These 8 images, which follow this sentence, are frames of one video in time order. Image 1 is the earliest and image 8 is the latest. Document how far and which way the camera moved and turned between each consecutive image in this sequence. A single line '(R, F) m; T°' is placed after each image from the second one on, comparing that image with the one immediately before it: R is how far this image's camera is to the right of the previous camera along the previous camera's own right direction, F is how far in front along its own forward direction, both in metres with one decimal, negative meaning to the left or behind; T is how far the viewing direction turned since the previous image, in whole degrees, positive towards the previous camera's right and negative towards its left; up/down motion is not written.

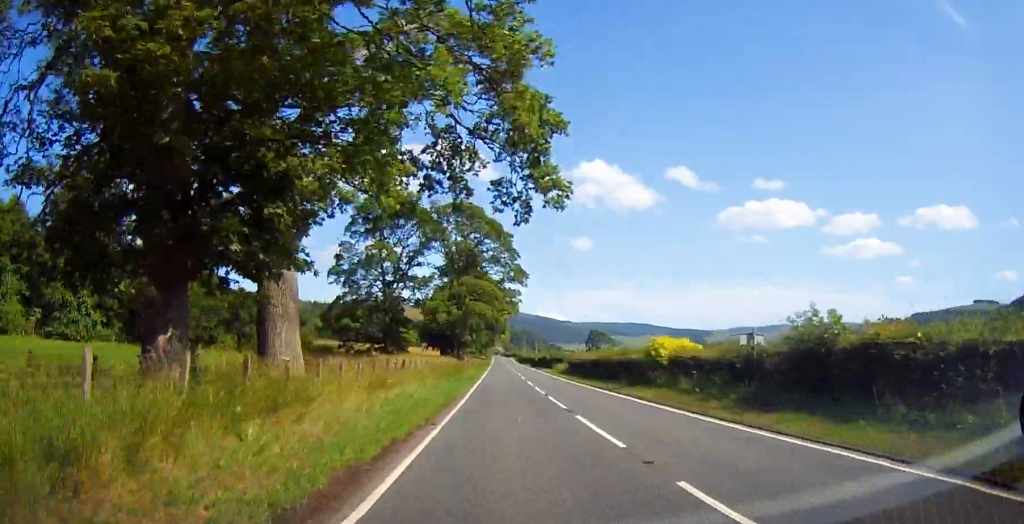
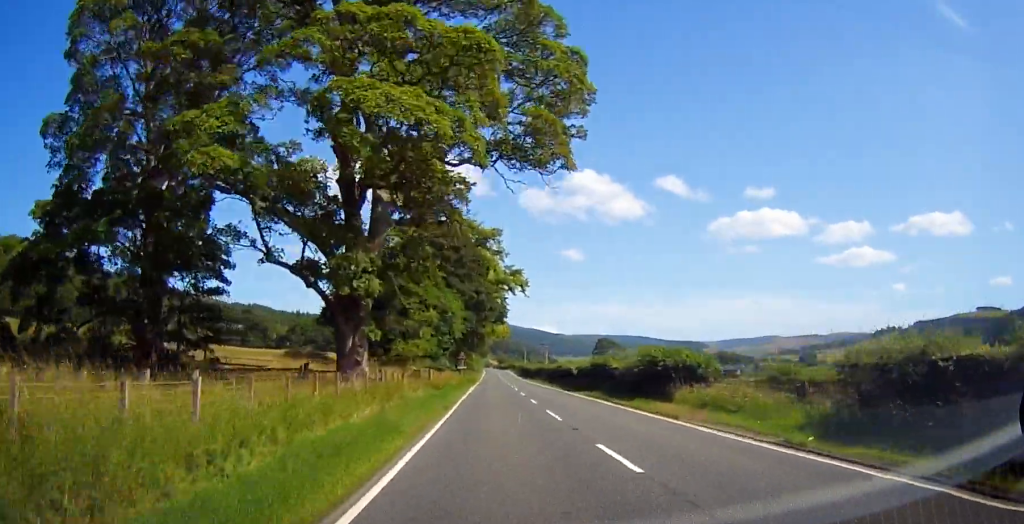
(+0.4, +58.2) m; +1°
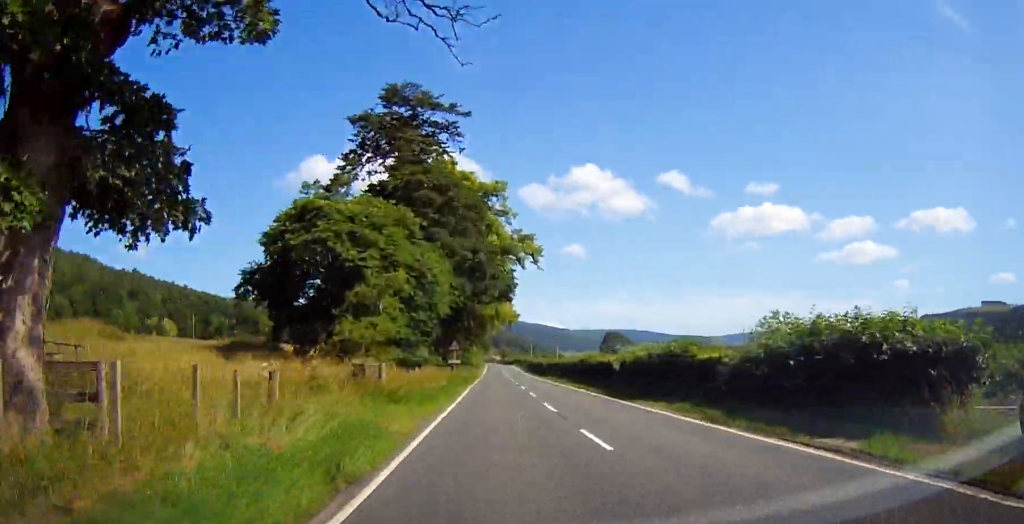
(-0.1, +16.4) m; 0°
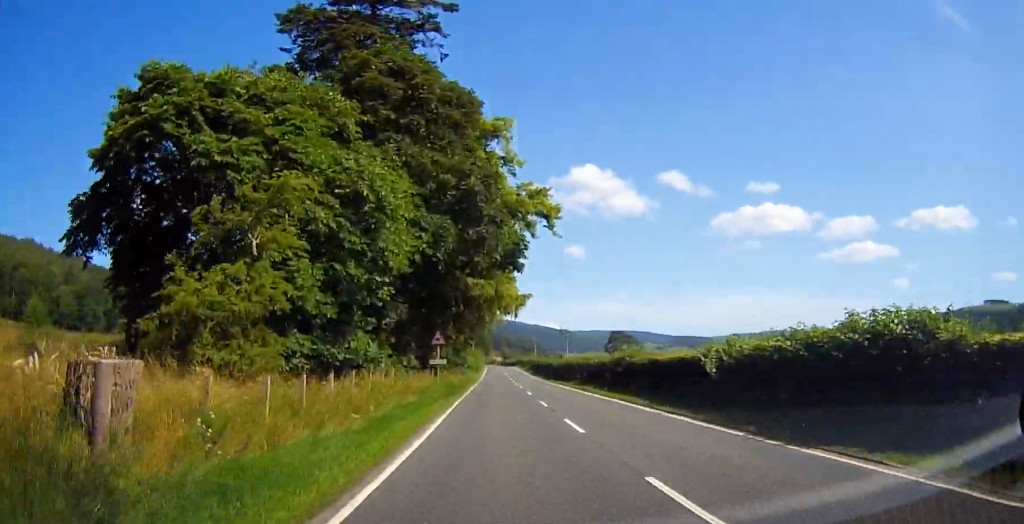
(-0.1, +14.8) m; 0°
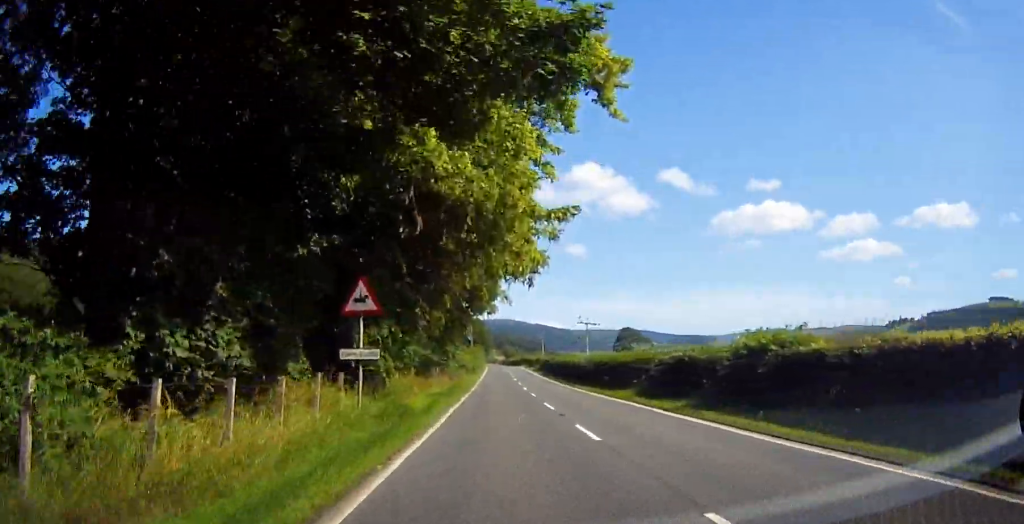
(+0.2, +20.1) m; 0°
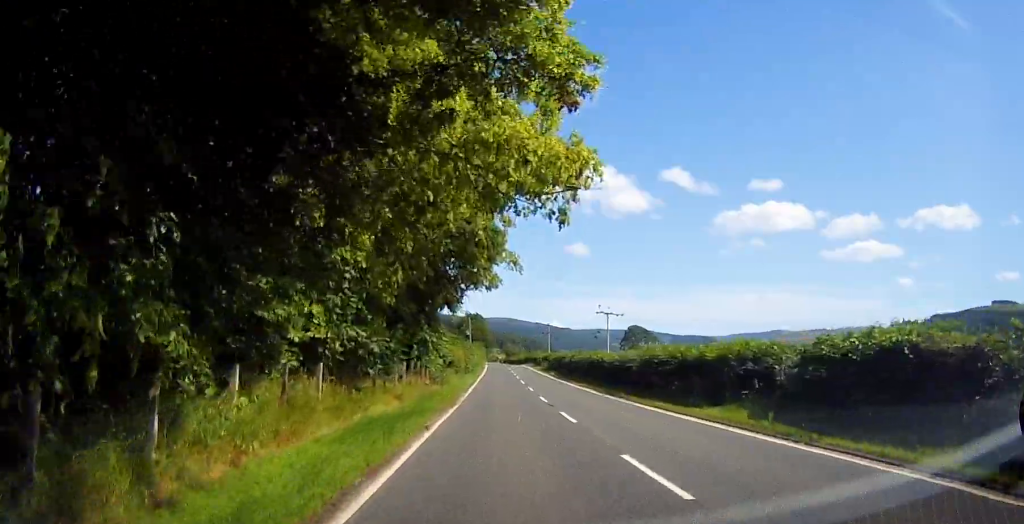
(-0.1, +14.6) m; 0°
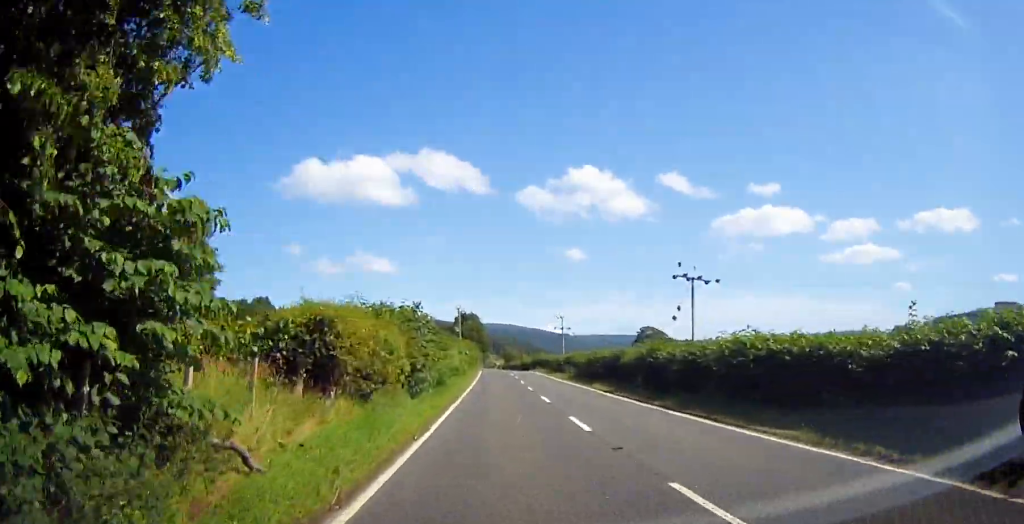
(-0.3, +30.3) m; 0°
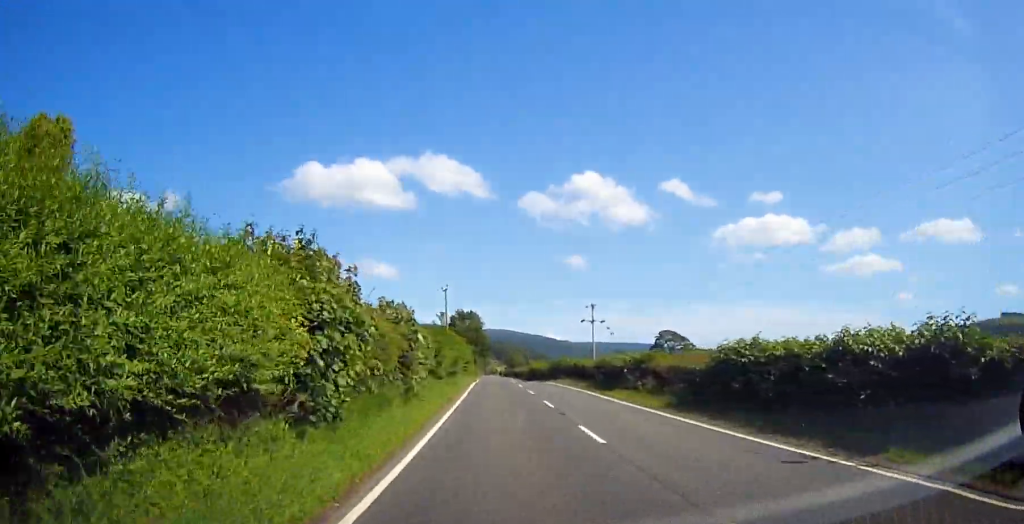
(+0.5, +29.0) m; +1°
